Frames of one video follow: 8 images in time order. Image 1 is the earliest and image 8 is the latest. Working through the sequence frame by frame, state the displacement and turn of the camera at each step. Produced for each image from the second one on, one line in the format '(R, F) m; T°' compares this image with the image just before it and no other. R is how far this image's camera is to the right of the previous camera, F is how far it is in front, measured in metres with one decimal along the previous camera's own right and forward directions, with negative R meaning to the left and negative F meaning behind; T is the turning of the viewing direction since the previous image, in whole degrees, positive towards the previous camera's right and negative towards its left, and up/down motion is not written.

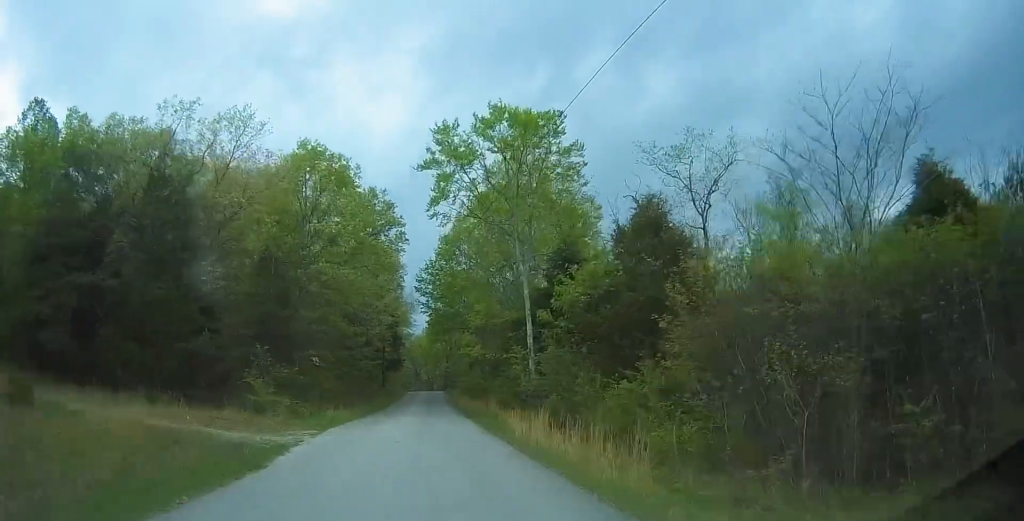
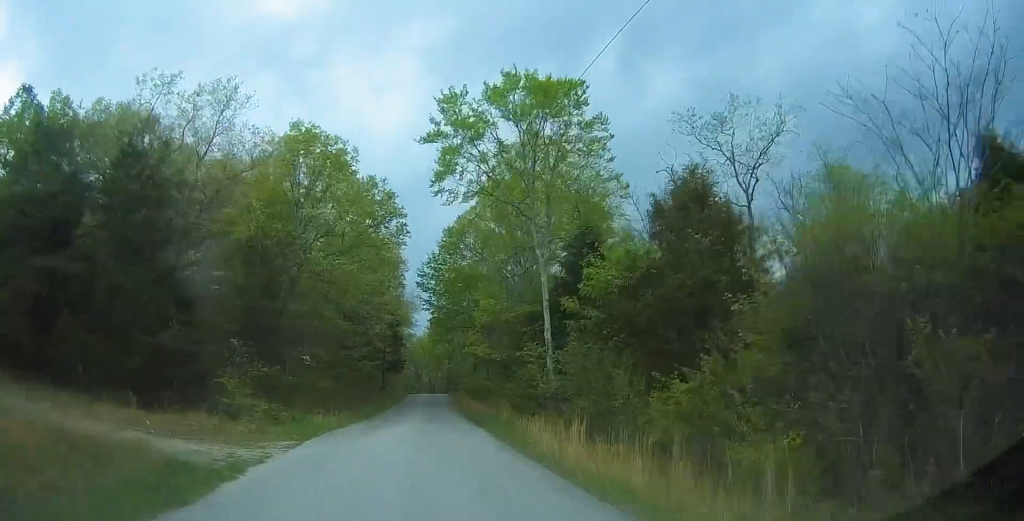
(+0.1, +3.7) m; +1°
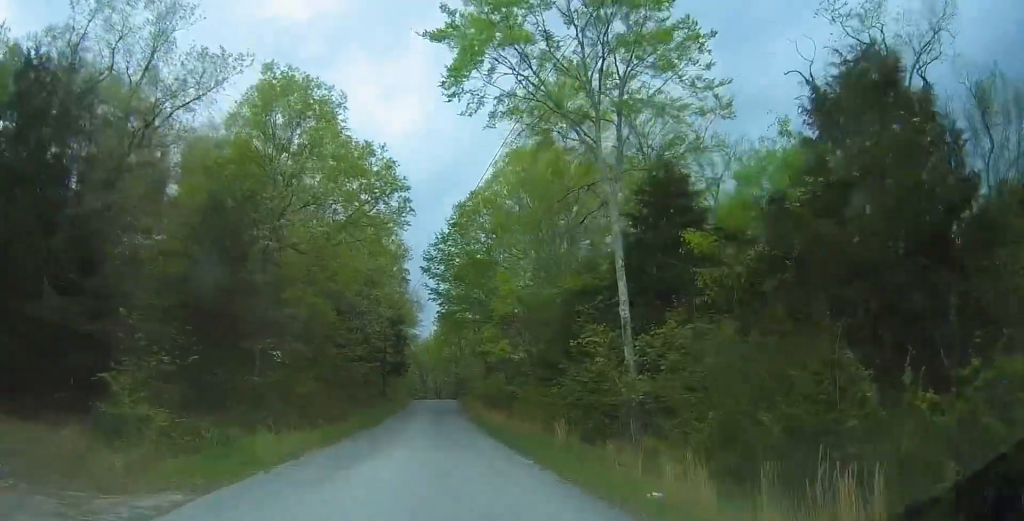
(0.0, +8.8) m; 0°
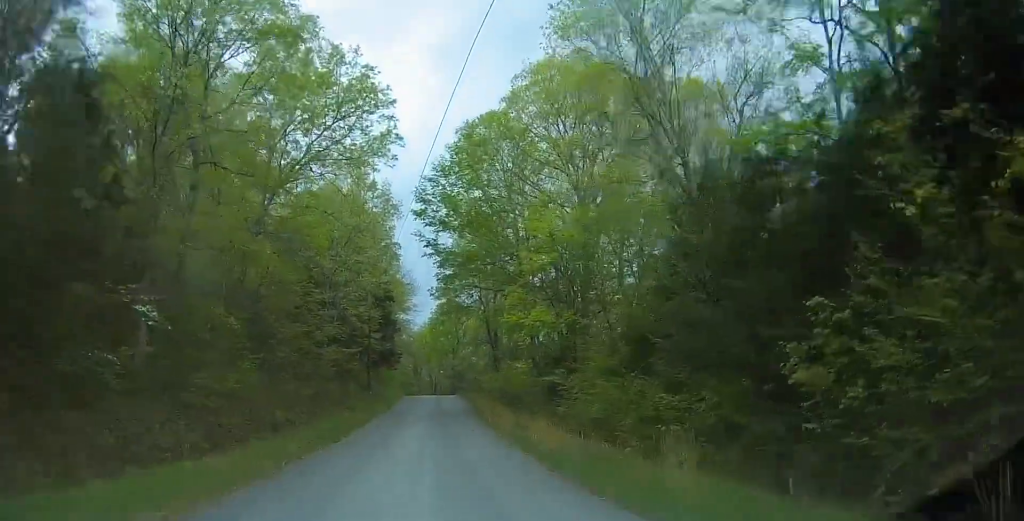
(0.0, +13.0) m; 0°
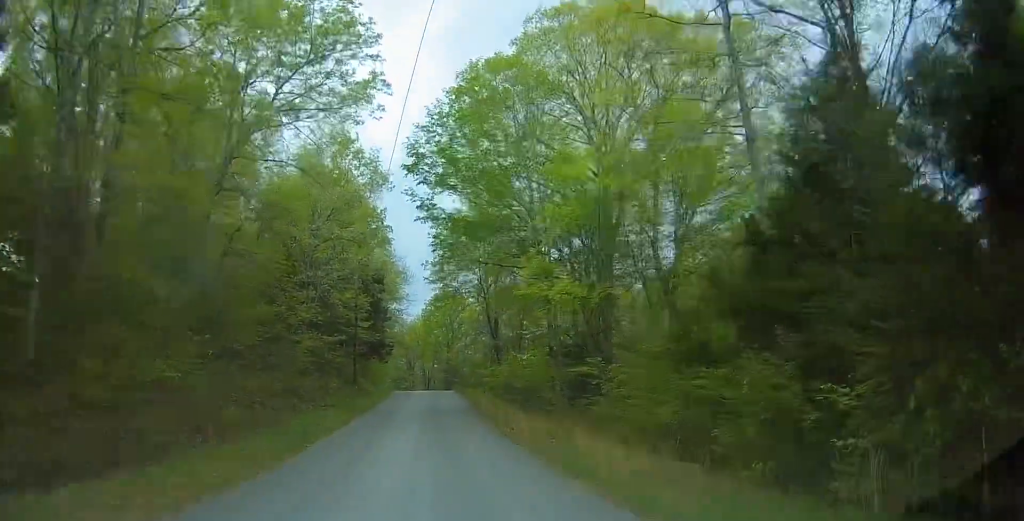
(0.0, +5.6) m; 0°
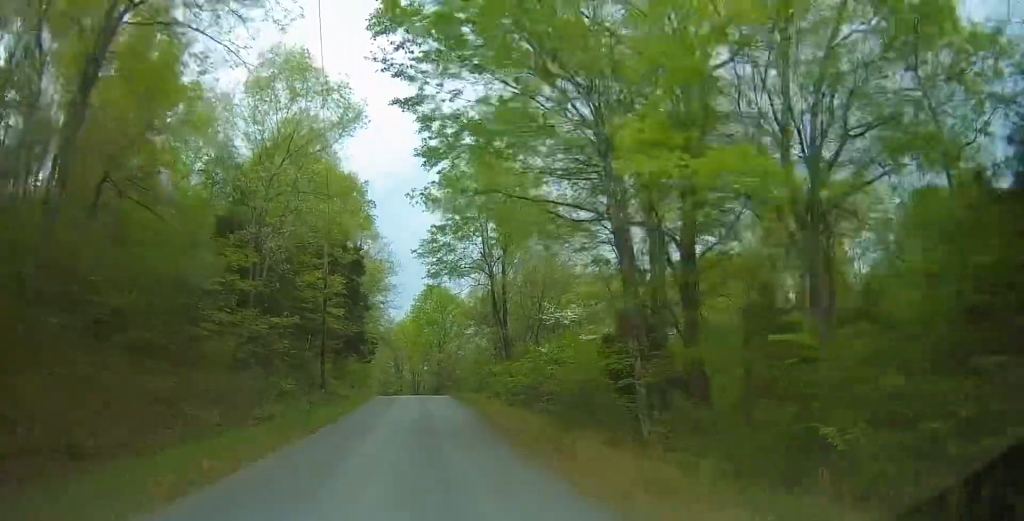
(0.0, +10.6) m; -1°
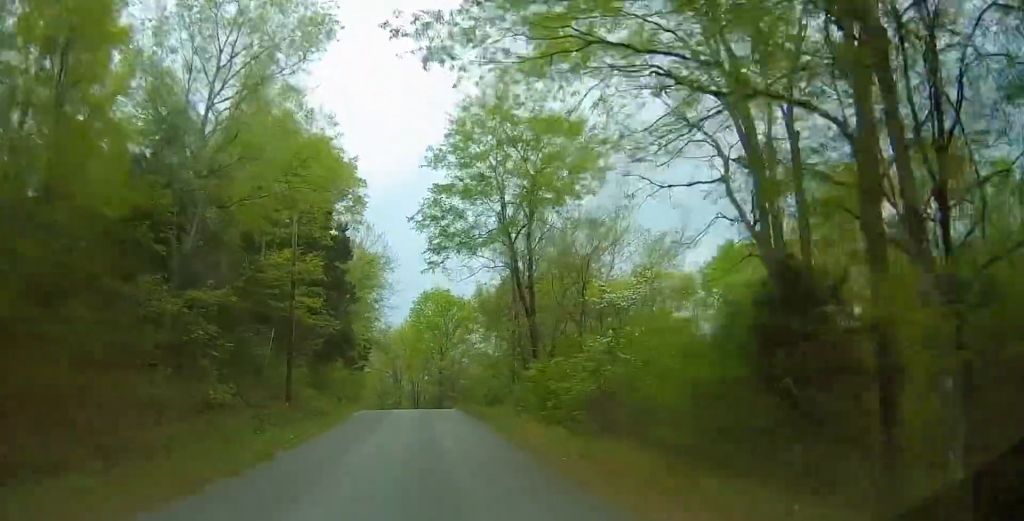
(-0.1, +8.6) m; 0°
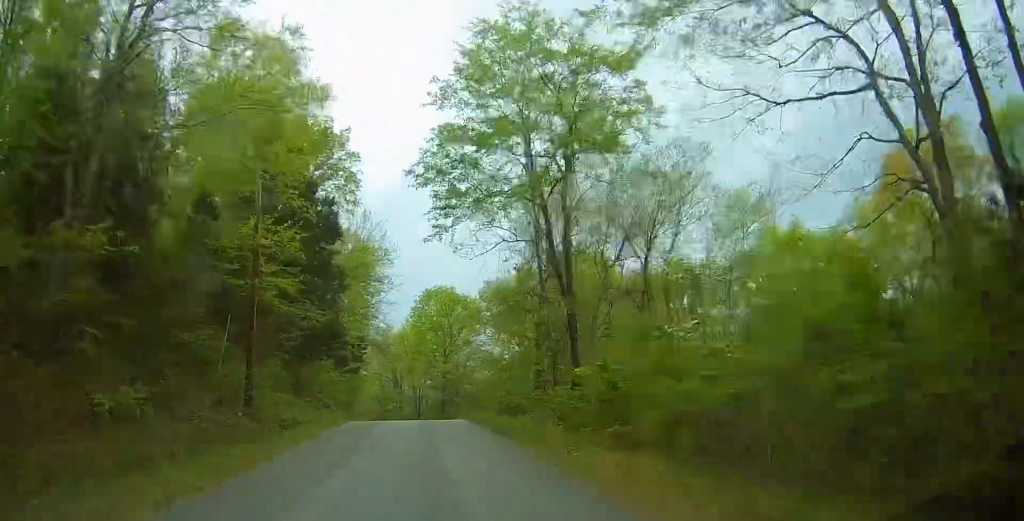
(-0.1, +6.5) m; +2°
